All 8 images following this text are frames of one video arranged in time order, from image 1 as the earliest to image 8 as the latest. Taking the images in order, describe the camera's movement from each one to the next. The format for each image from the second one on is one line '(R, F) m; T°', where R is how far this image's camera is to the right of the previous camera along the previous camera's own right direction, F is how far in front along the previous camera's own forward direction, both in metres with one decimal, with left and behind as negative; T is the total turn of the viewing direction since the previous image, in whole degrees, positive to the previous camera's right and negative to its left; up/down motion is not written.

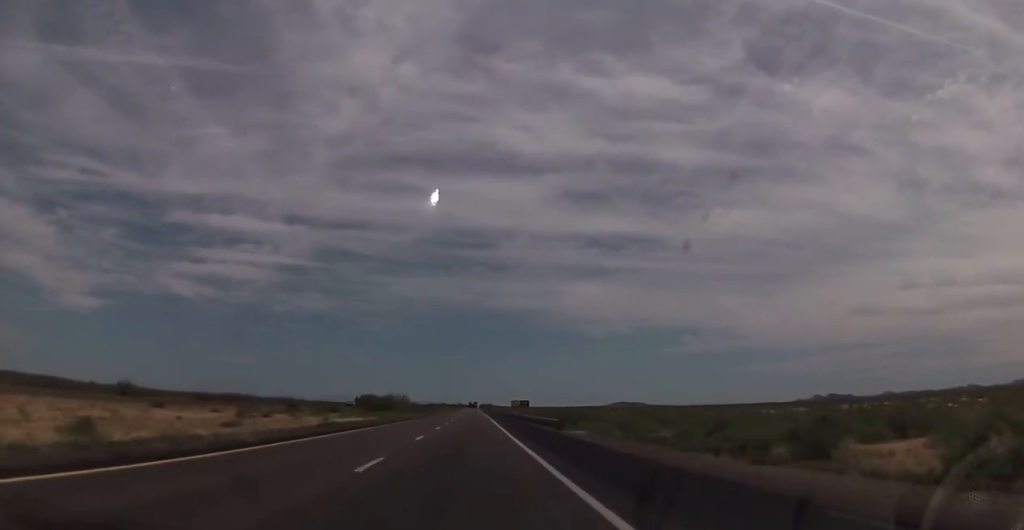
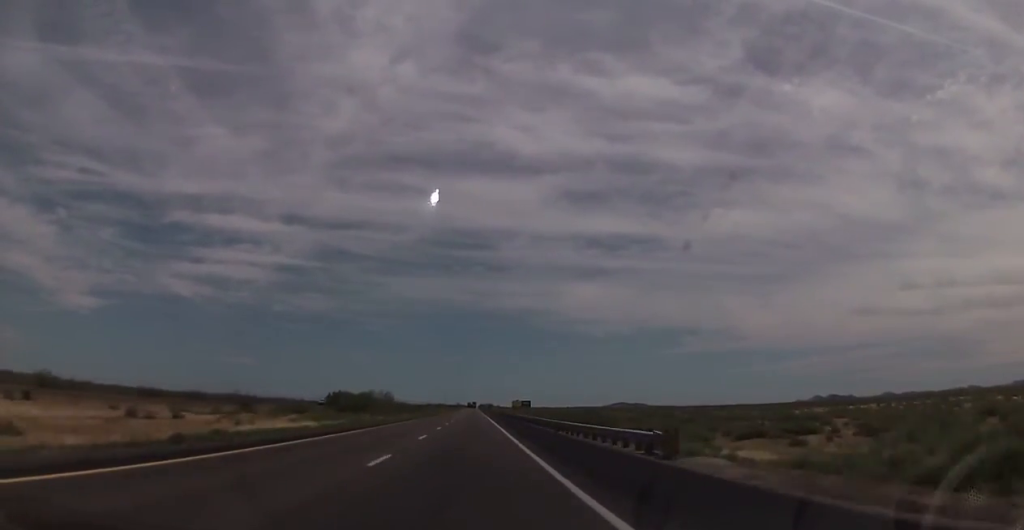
(+0.1, +25.0) m; 0°
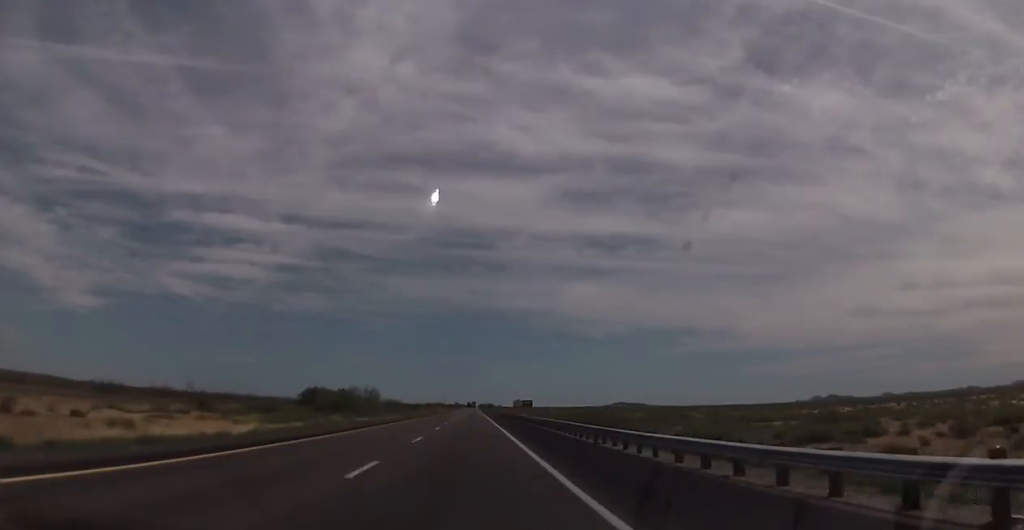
(+0.1, +15.7) m; 0°
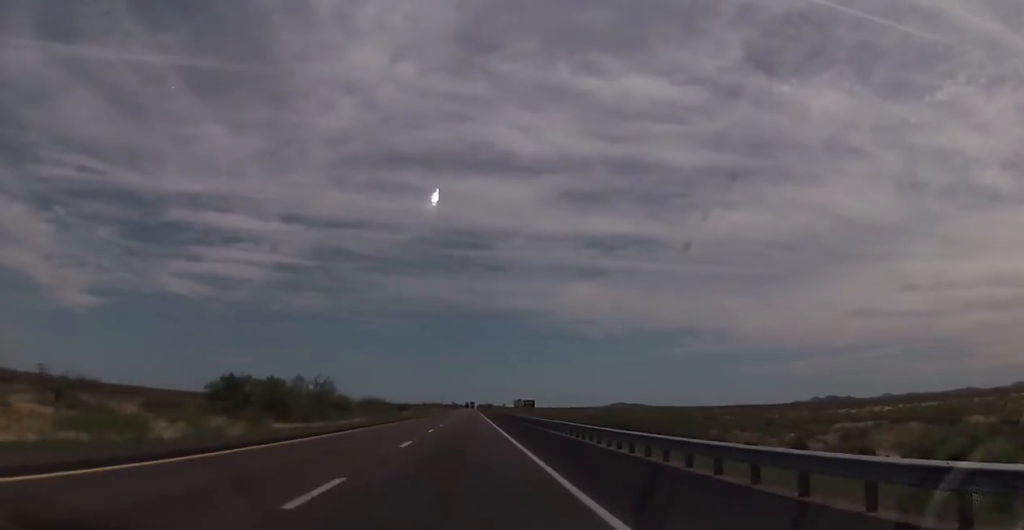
(-0.4, +29.3) m; 0°
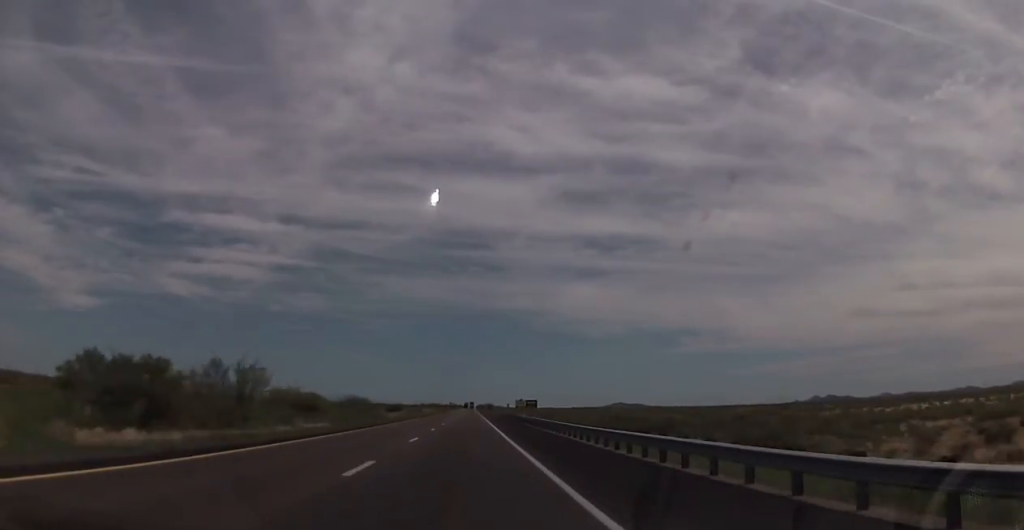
(0.0, +21.5) m; 0°
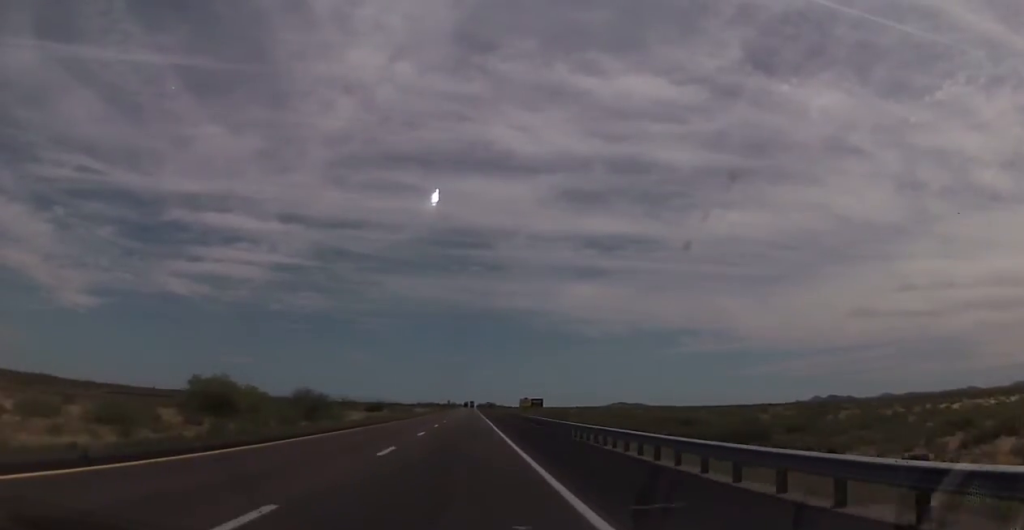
(+0.3, +32.5) m; +1°
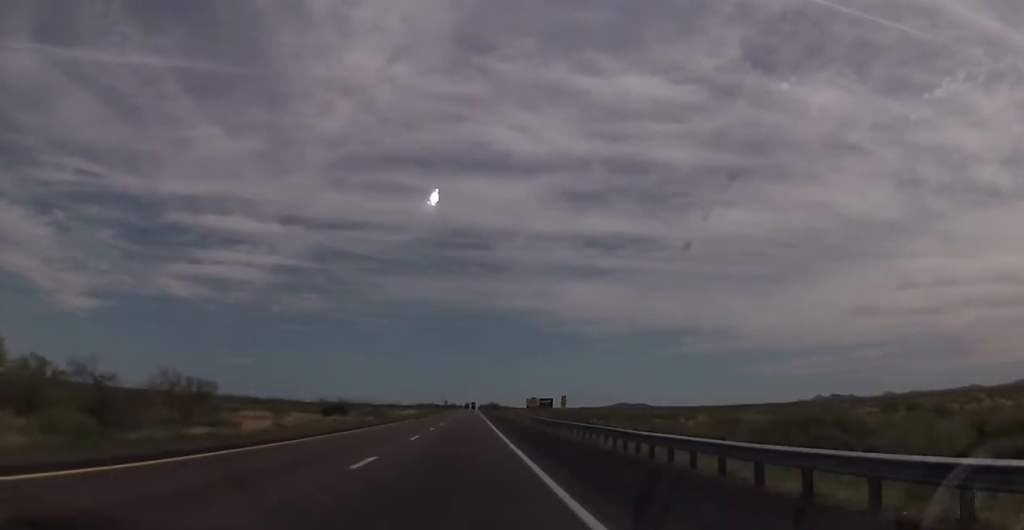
(0.0, +40.8) m; 0°
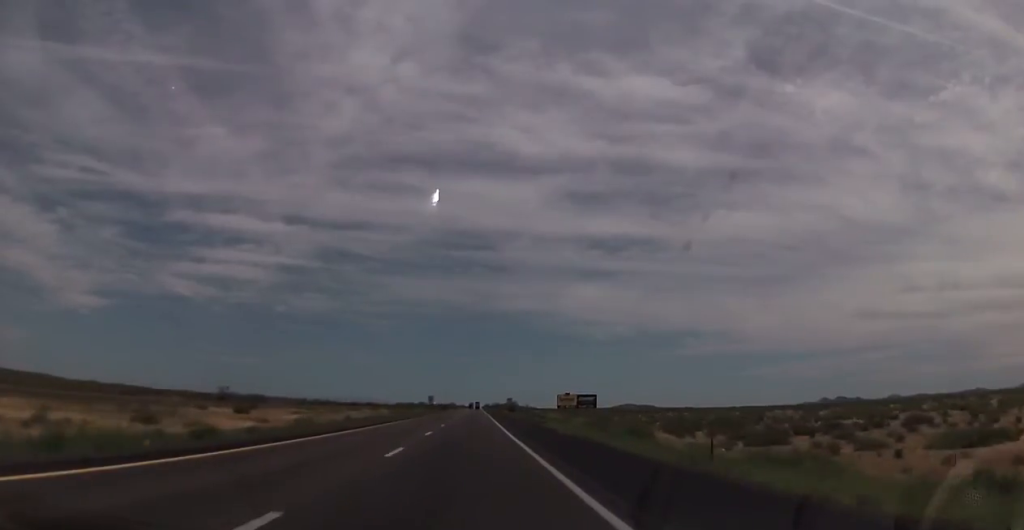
(-1.0, +105.9) m; -1°
